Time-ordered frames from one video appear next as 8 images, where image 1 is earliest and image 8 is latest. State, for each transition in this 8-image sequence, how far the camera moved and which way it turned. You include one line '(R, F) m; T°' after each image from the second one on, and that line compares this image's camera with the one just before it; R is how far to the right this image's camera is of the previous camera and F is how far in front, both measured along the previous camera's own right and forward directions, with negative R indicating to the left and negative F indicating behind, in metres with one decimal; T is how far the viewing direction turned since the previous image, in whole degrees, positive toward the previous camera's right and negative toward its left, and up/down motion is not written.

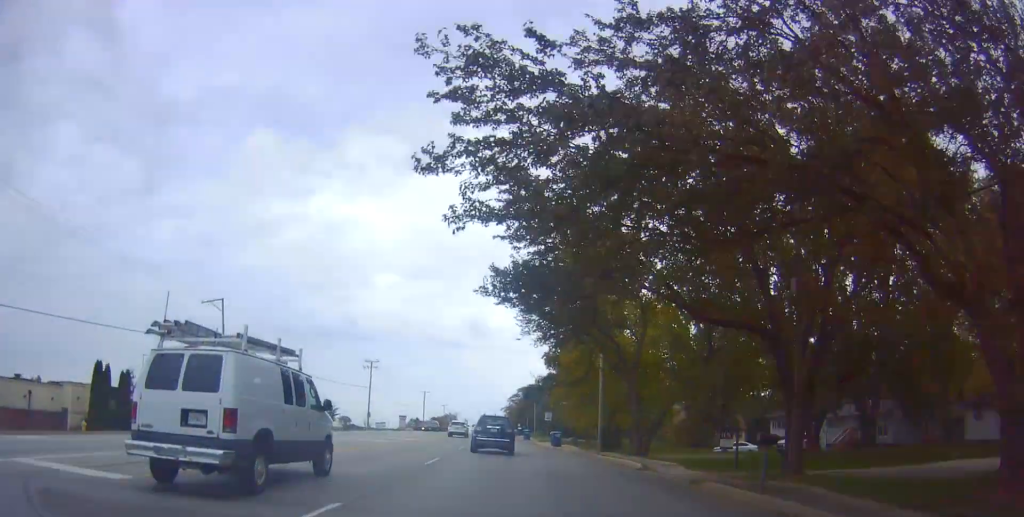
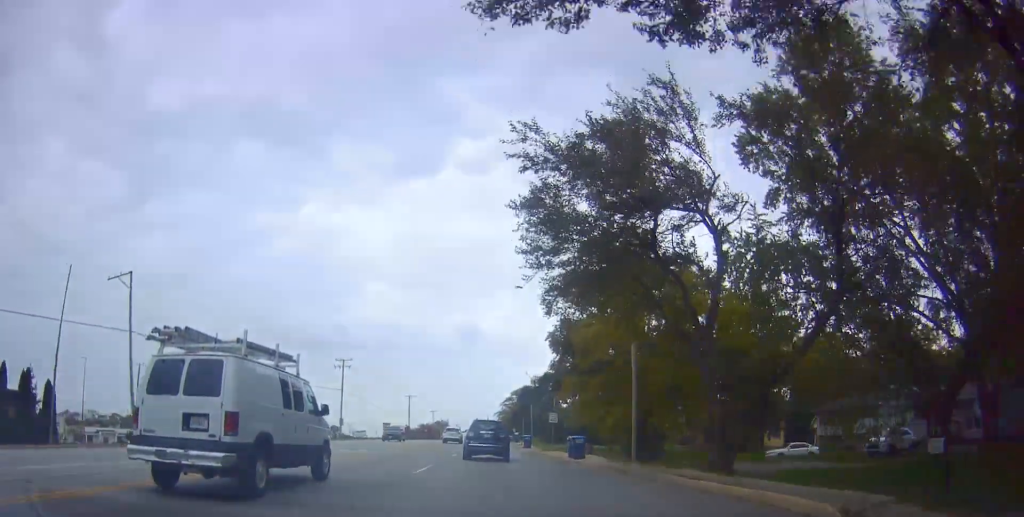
(-0.2, +14.0) m; -1°
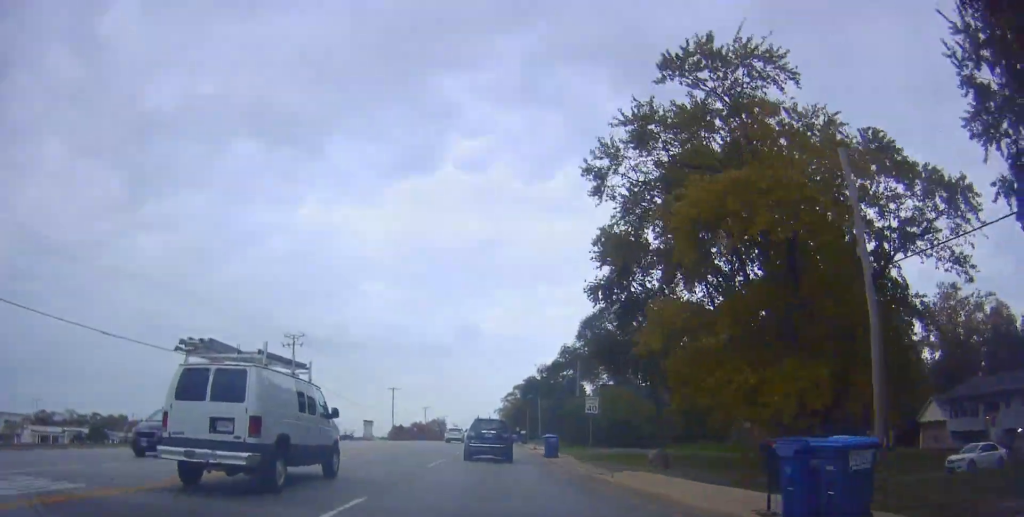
(+0.5, +22.9) m; +1°
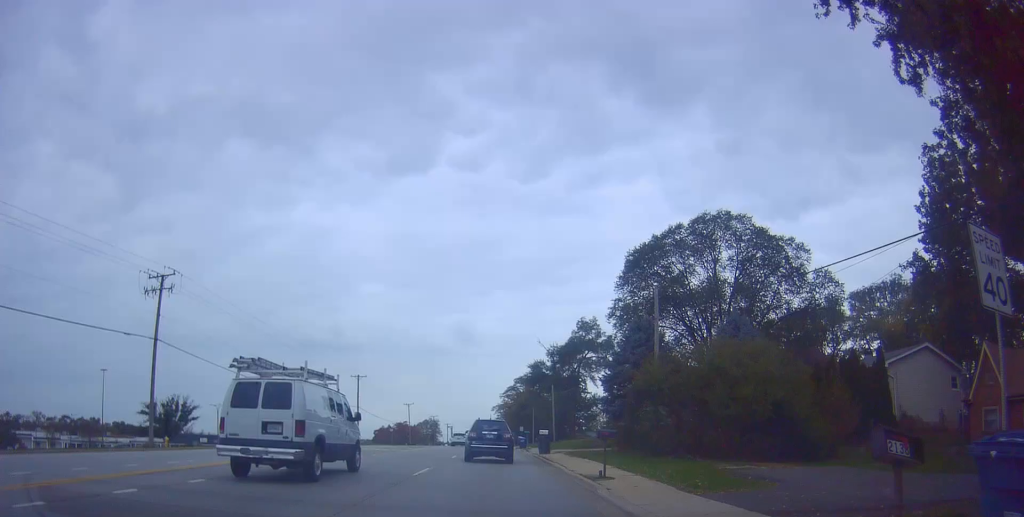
(-0.6, +29.0) m; -1°
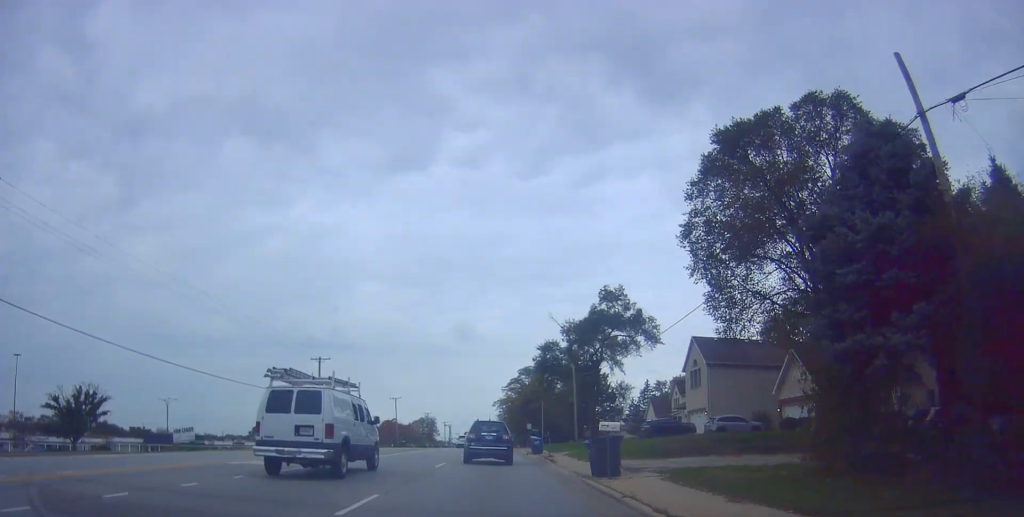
(+0.5, +20.0) m; +3°
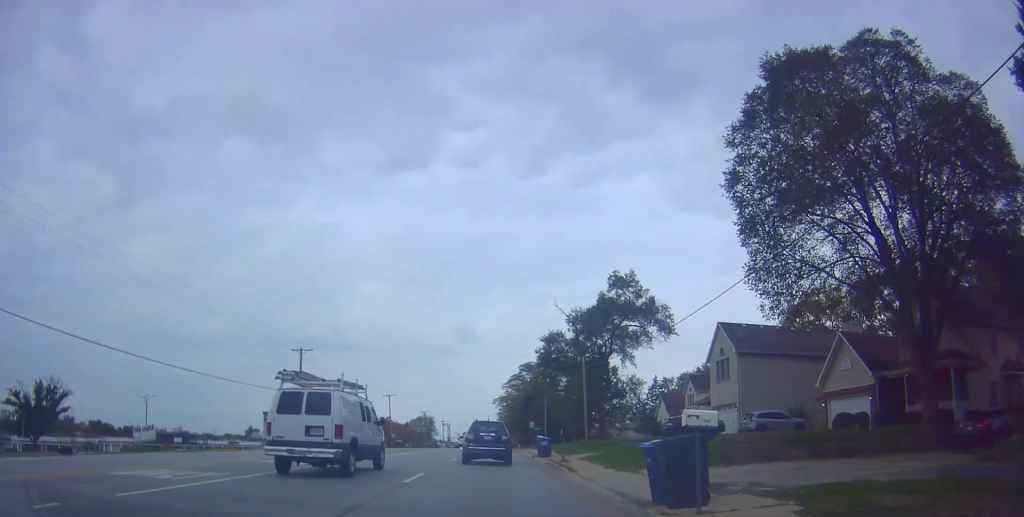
(+0.1, +6.6) m; 0°
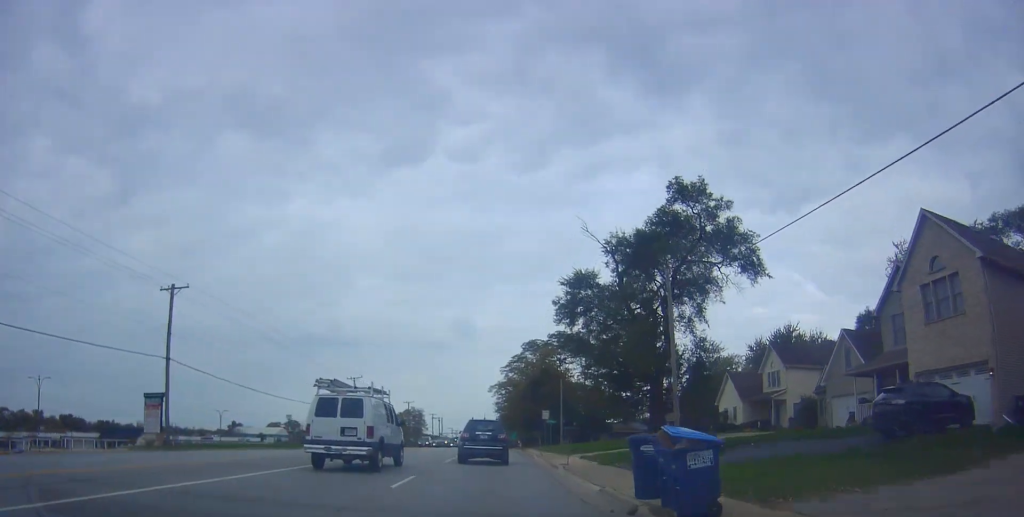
(-0.7, +25.9) m; -2°
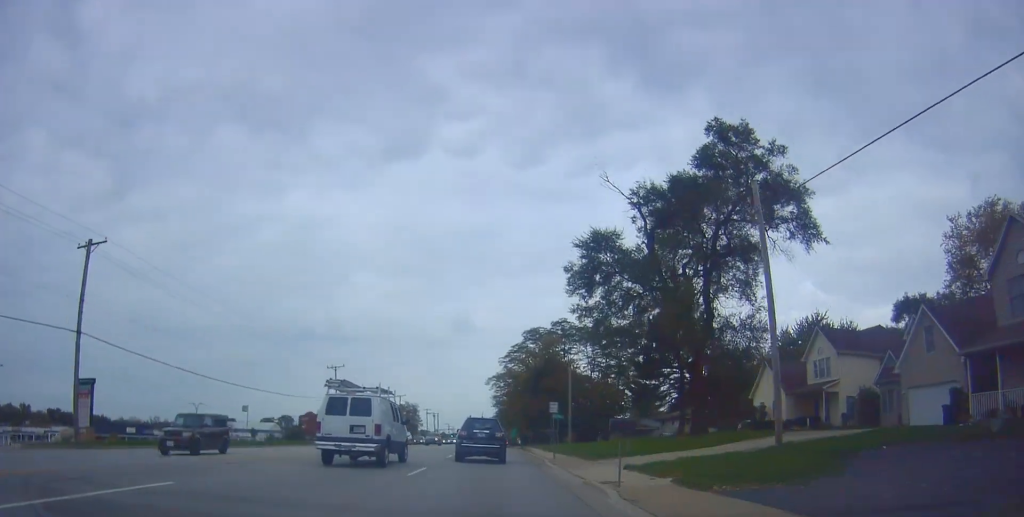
(0.0, +9.5) m; +1°
